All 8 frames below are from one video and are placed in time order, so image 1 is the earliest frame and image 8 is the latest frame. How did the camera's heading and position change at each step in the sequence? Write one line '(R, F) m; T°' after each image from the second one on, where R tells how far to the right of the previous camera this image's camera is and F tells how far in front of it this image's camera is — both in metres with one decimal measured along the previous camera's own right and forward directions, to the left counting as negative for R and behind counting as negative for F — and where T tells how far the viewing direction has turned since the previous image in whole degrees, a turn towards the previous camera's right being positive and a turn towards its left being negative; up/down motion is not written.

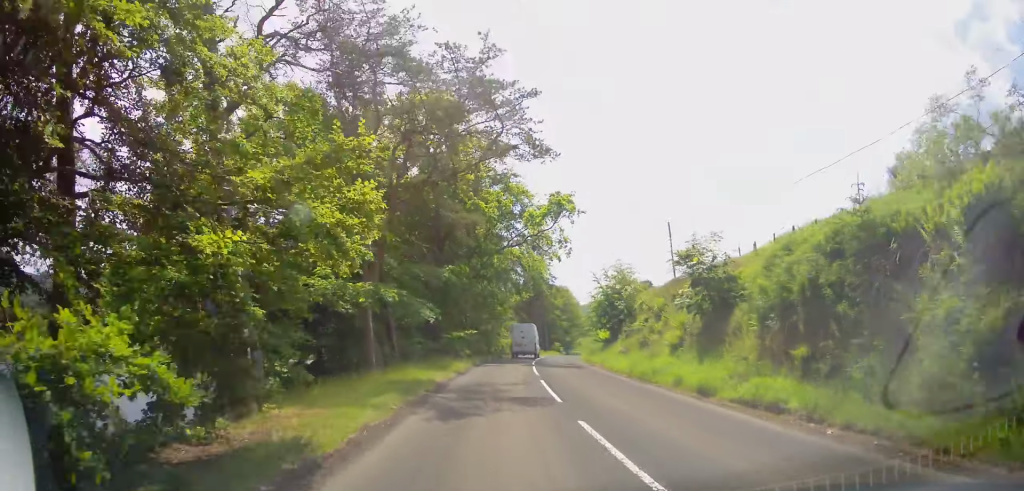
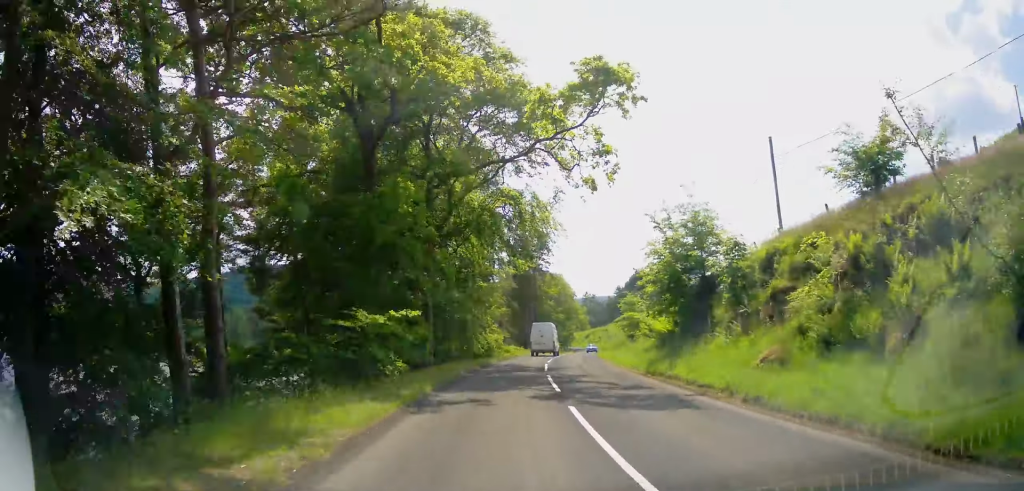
(-0.1, +17.5) m; +1°
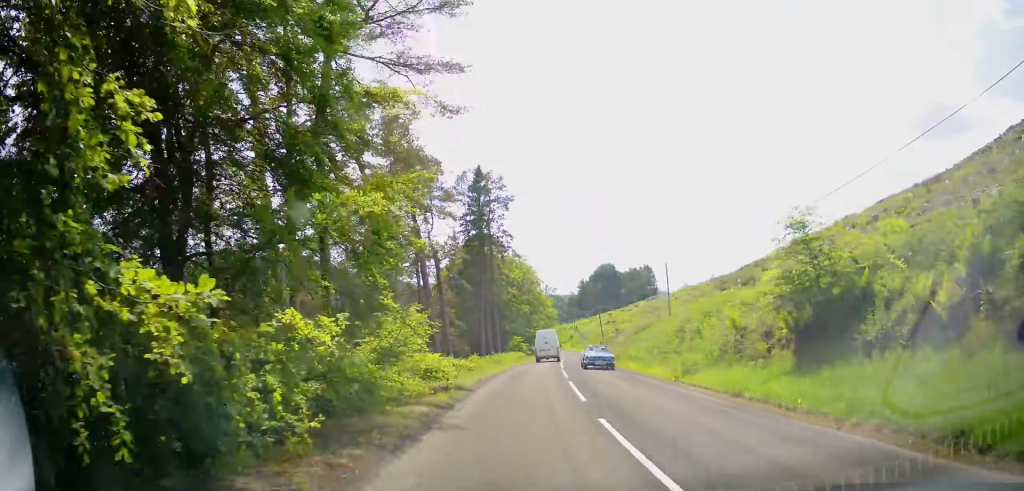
(+1.0, +28.1) m; +4°
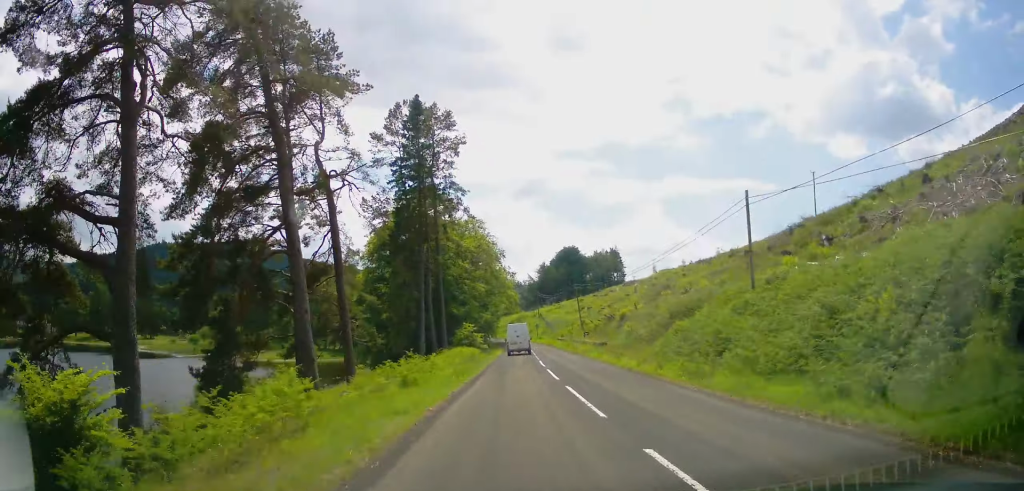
(+0.3, +20.2) m; +3°
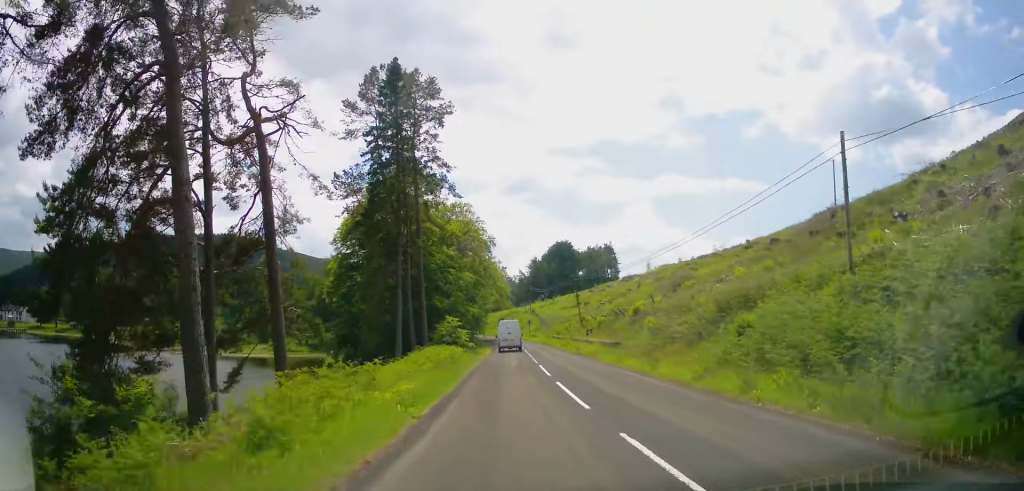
(0.0, +7.4) m; +2°
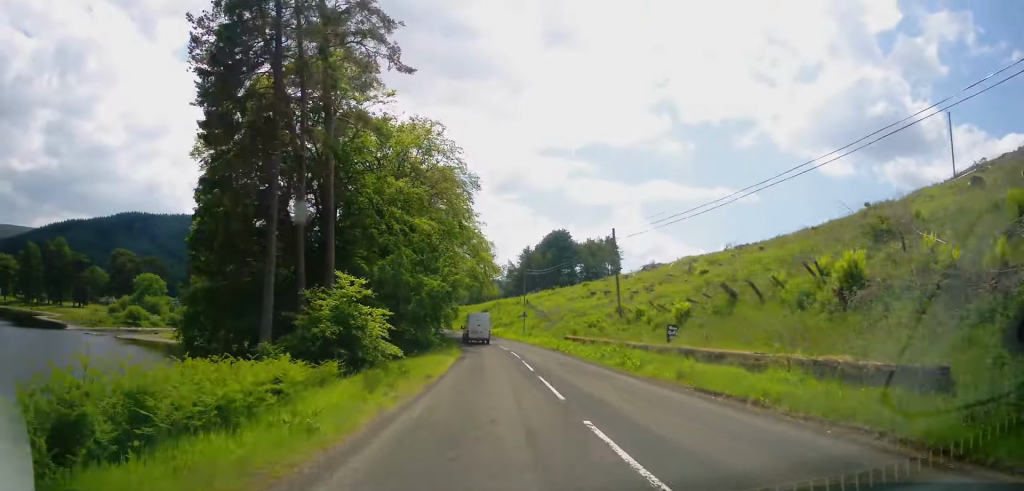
(+1.1, +25.9) m; +4°
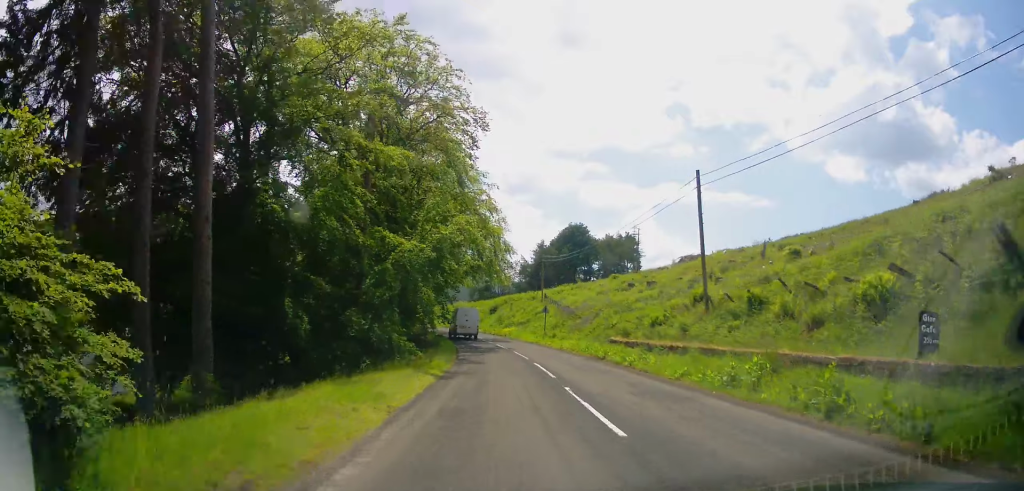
(+0.2, +13.5) m; +1°
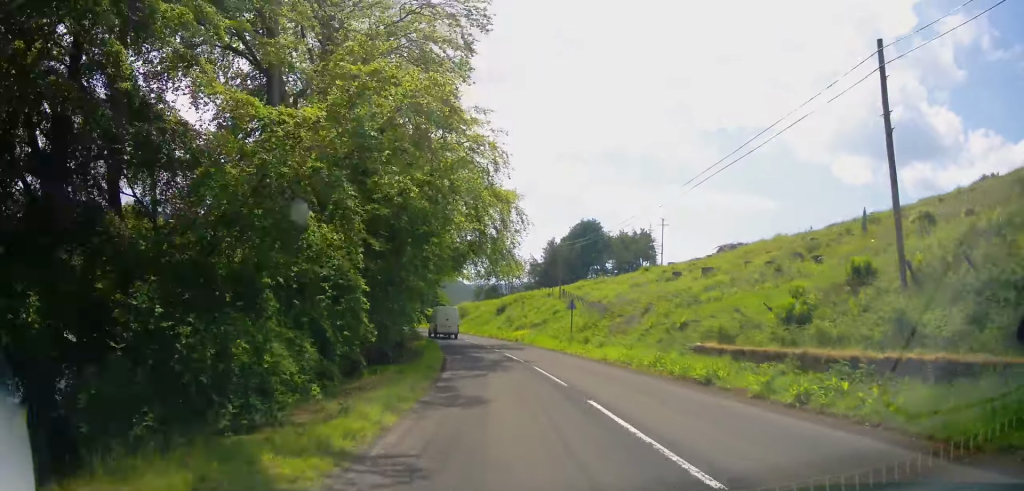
(+0.3, +12.0) m; -1°
